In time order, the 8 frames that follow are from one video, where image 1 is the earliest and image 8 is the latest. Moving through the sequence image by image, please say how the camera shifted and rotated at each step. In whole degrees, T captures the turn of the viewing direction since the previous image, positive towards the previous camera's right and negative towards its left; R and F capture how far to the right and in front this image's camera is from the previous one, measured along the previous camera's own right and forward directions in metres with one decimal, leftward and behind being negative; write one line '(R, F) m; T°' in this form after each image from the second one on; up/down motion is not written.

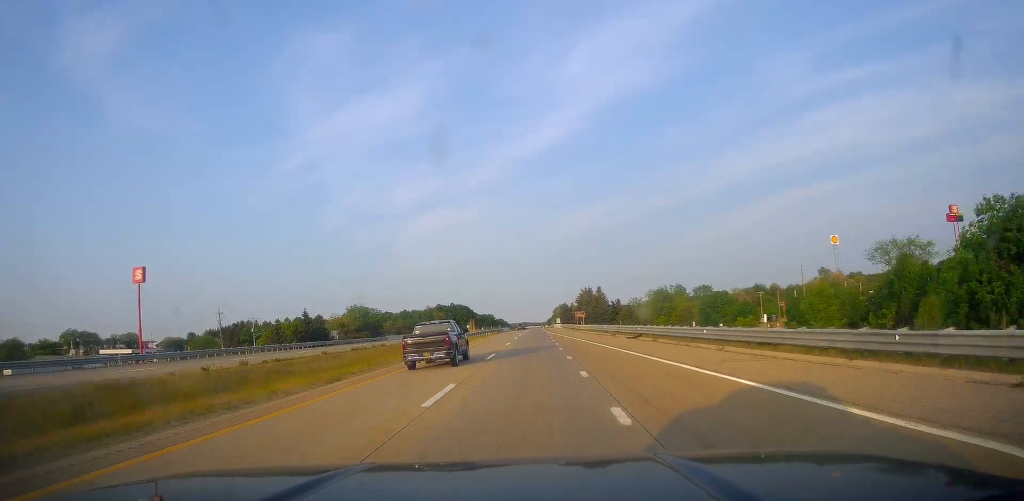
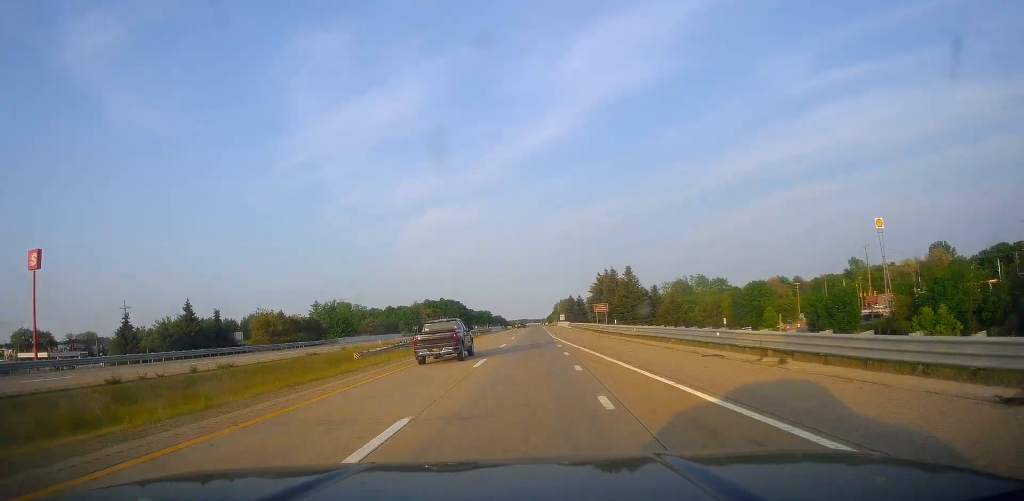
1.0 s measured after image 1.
(0.0, +36.4) m; 0°
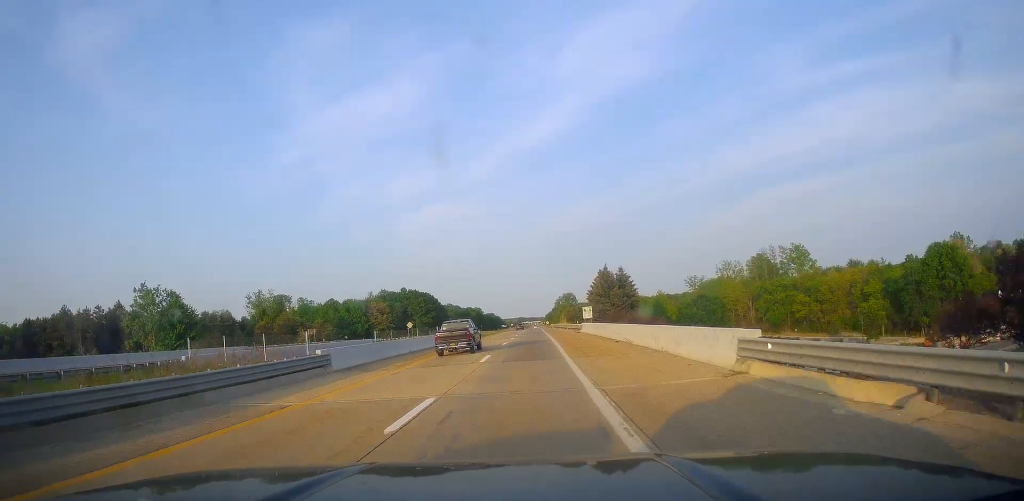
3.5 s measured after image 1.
(0.0, +88.0) m; +1°
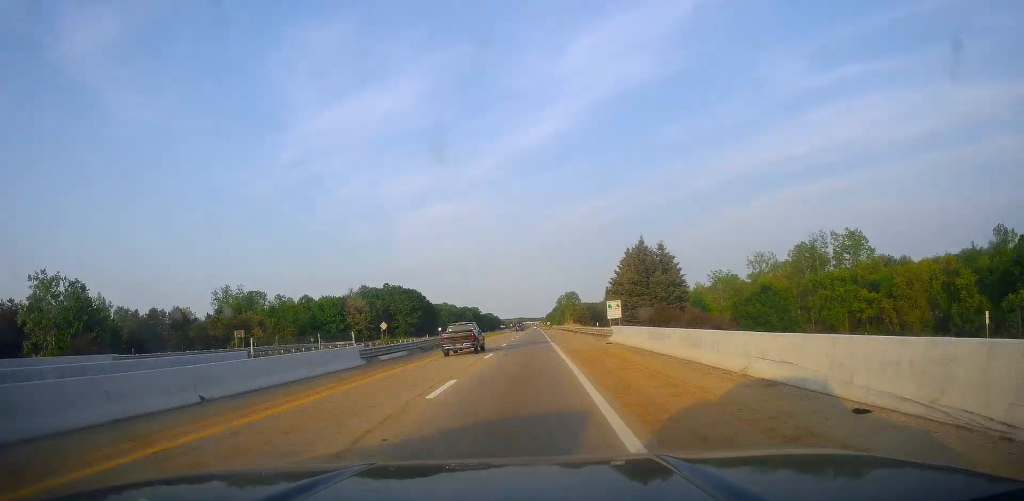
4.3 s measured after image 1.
(+0.3, +27.0) m; 0°
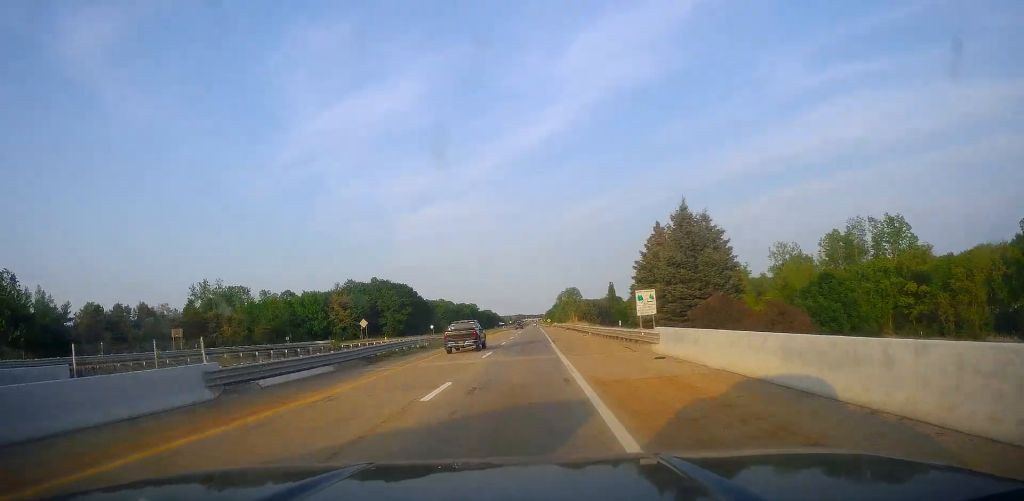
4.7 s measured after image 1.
(+0.2, +15.3) m; 0°
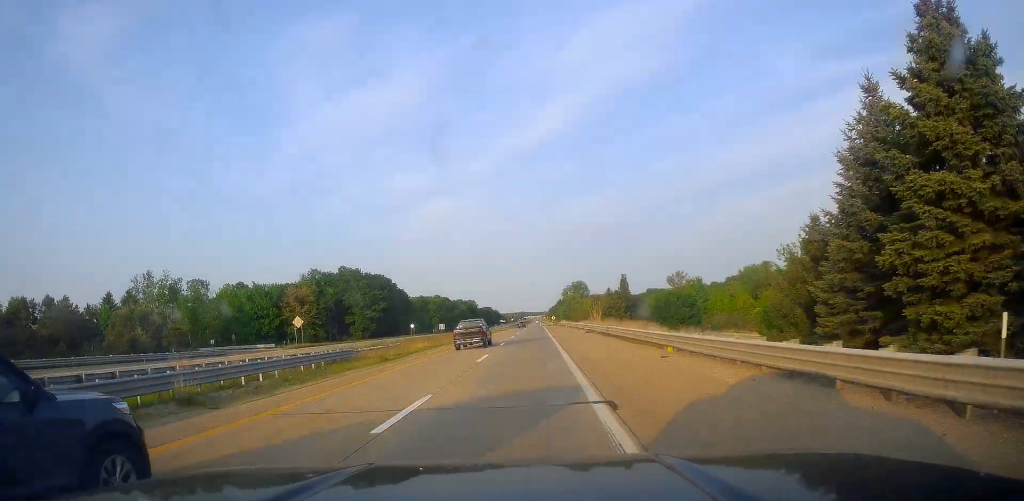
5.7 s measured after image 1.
(-0.5, +34.1) m; -1°
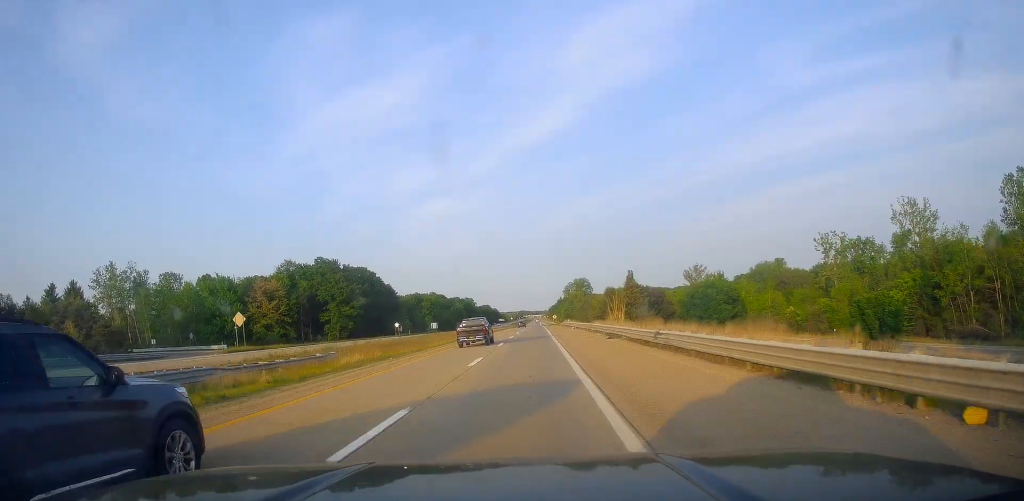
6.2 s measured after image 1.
(0.0, +17.7) m; 0°
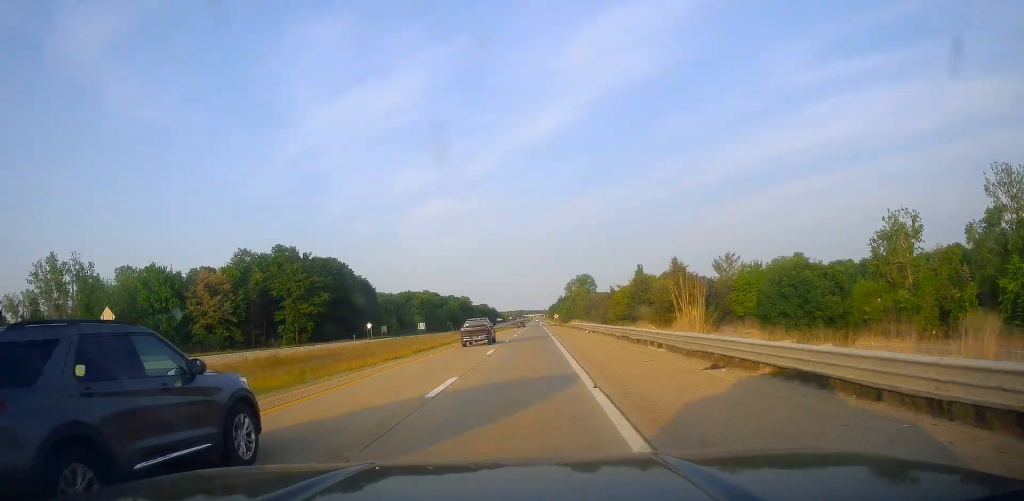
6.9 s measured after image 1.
(0.0, +23.6) m; 0°
